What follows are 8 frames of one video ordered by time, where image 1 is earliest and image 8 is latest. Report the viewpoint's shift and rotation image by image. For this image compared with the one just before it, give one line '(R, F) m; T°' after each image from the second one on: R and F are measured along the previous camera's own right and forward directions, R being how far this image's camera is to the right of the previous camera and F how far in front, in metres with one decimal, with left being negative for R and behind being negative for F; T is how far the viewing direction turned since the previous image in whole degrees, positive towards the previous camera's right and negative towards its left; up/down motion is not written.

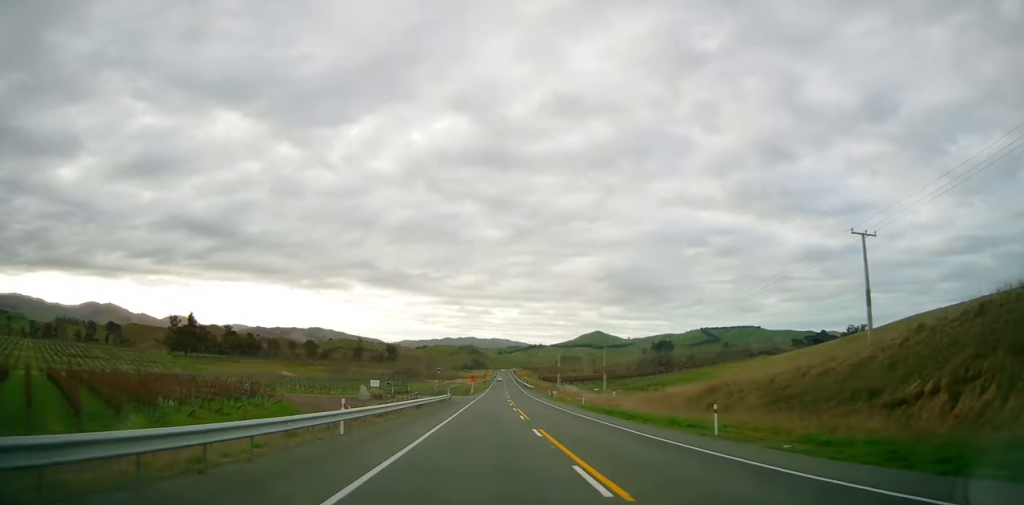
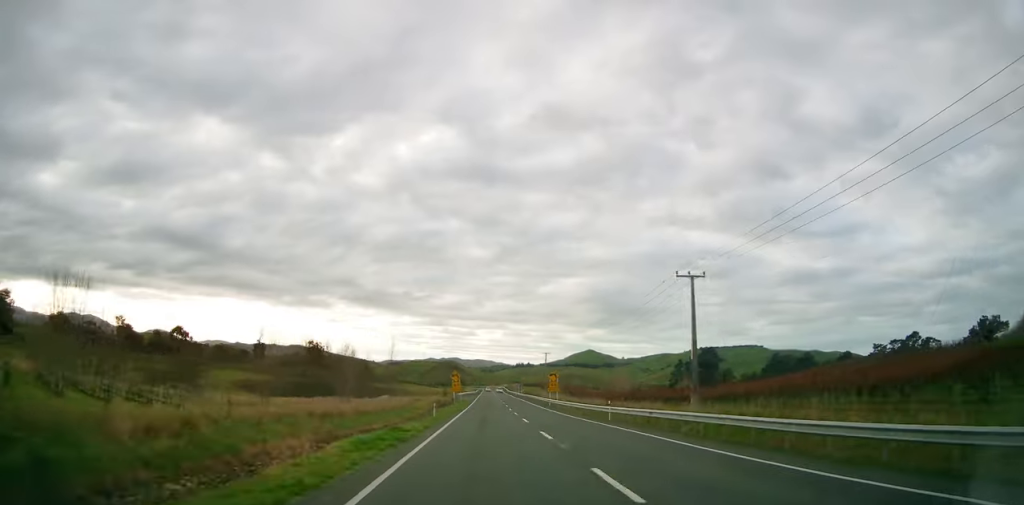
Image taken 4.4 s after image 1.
(+1.9, +129.7) m; +1°
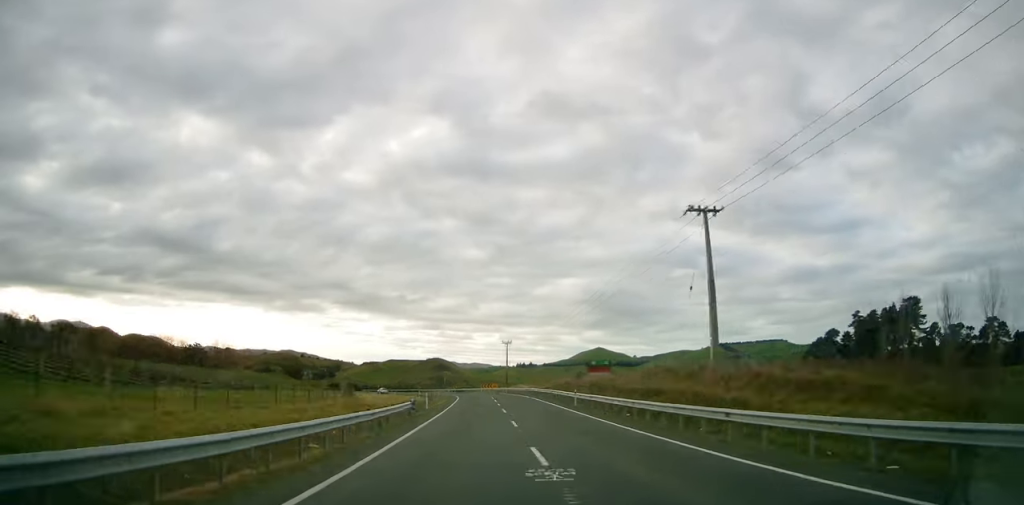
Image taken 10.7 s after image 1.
(-0.5, +174.0) m; -5°
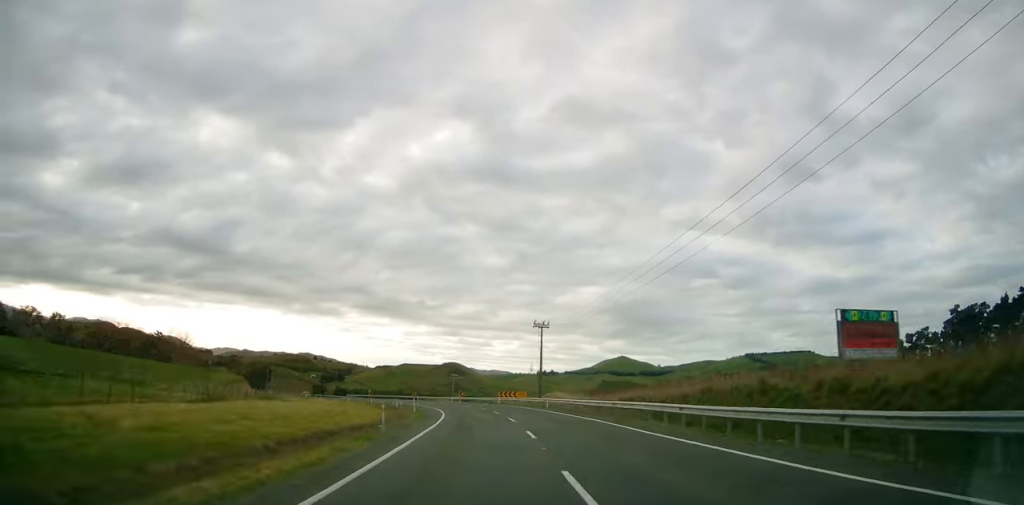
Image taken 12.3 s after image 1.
(-2.8, +40.1) m; -8°
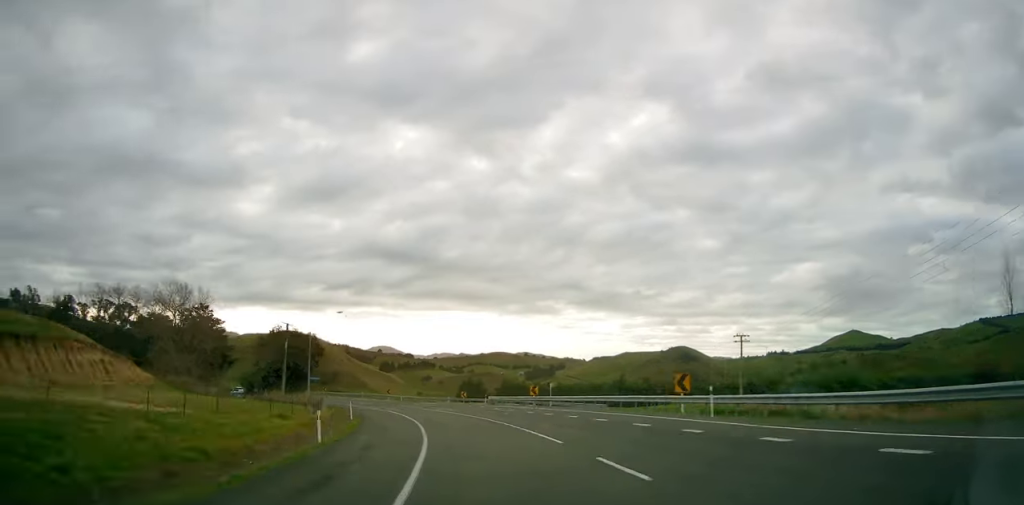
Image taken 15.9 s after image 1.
(-10.4, +84.5) m; -22°
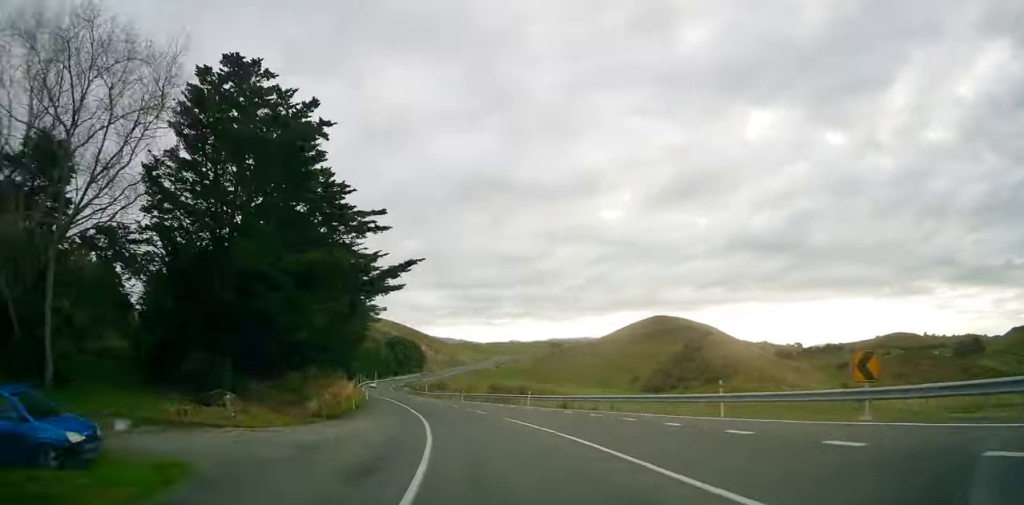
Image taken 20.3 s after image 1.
(-30.0, +93.4) m; -28°
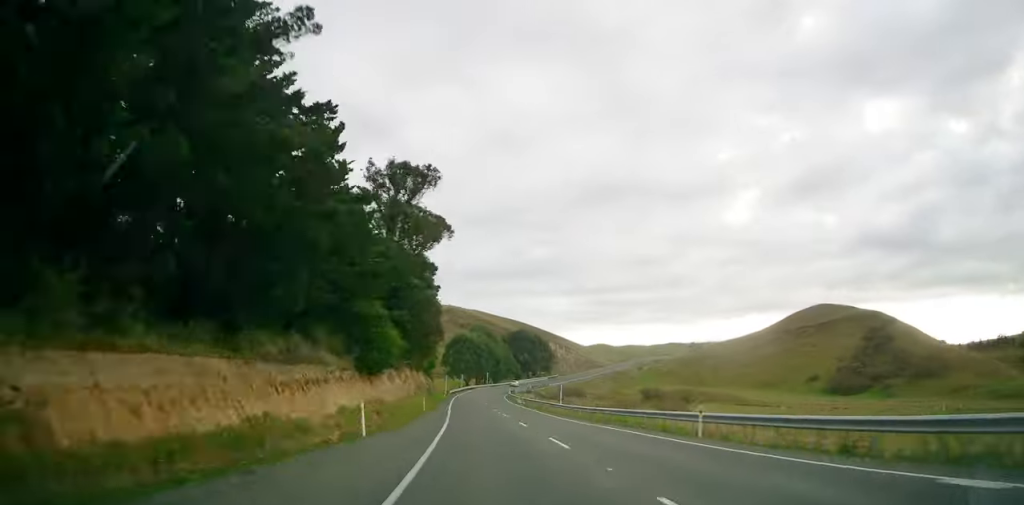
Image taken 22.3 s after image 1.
(-7.3, +45.1) m; -8°
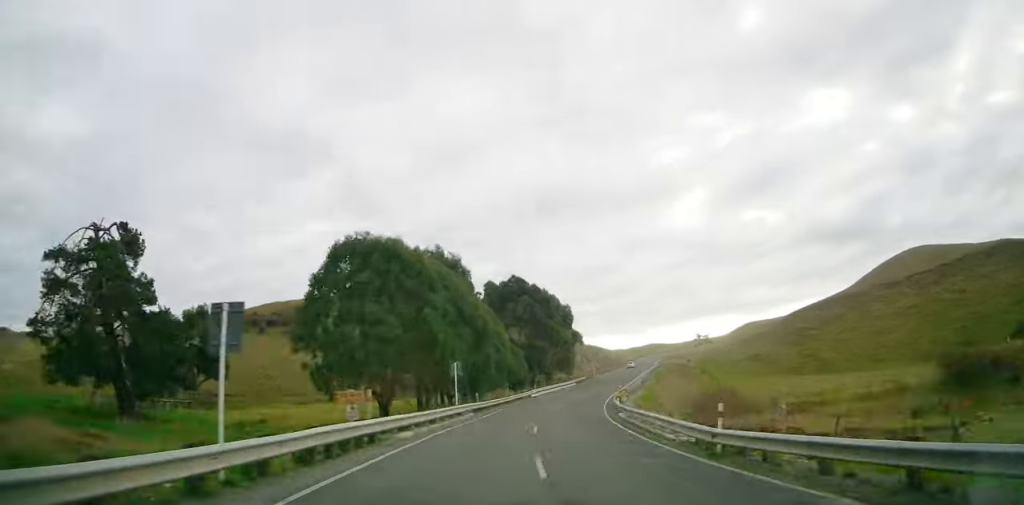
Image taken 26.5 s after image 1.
(-1.7, +96.4) m; +9°
